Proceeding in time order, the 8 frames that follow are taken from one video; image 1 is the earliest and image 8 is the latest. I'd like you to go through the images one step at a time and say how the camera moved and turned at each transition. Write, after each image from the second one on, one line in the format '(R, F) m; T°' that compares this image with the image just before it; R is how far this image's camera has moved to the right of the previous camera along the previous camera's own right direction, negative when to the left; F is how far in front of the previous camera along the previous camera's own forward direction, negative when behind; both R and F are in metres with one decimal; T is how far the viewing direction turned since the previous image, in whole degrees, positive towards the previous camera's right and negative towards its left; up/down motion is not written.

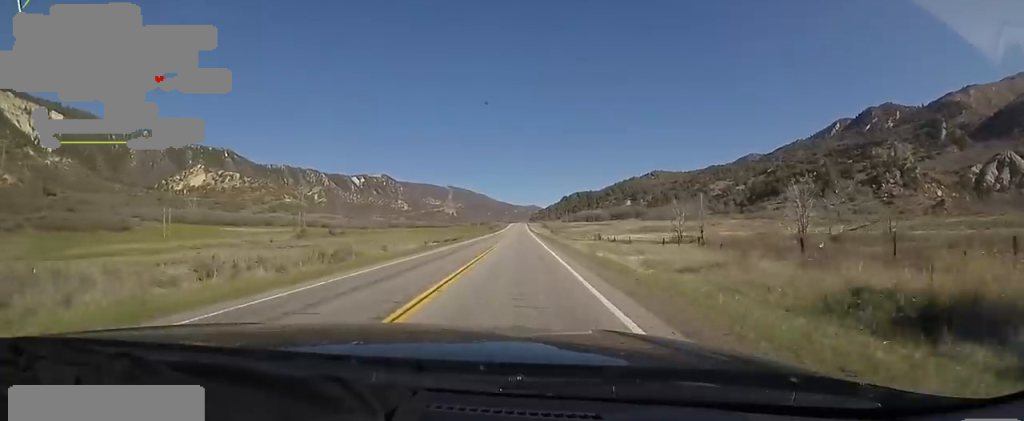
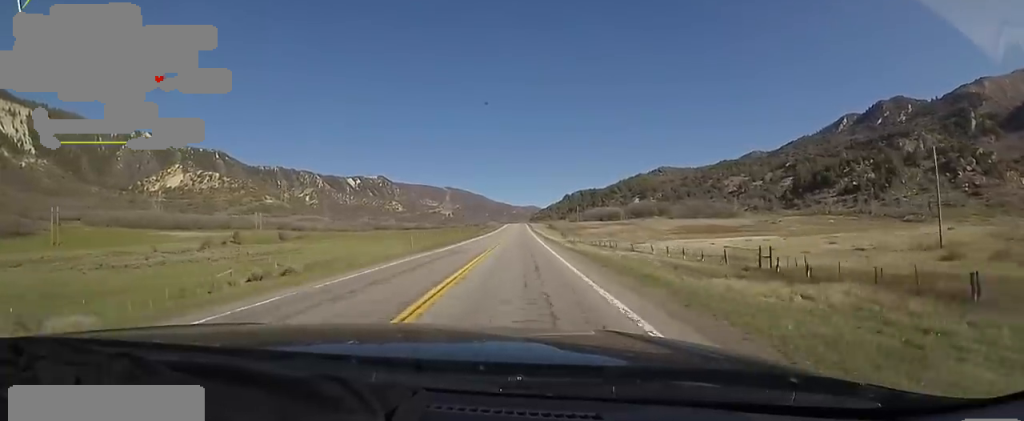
(+1.3, +58.5) m; +1°
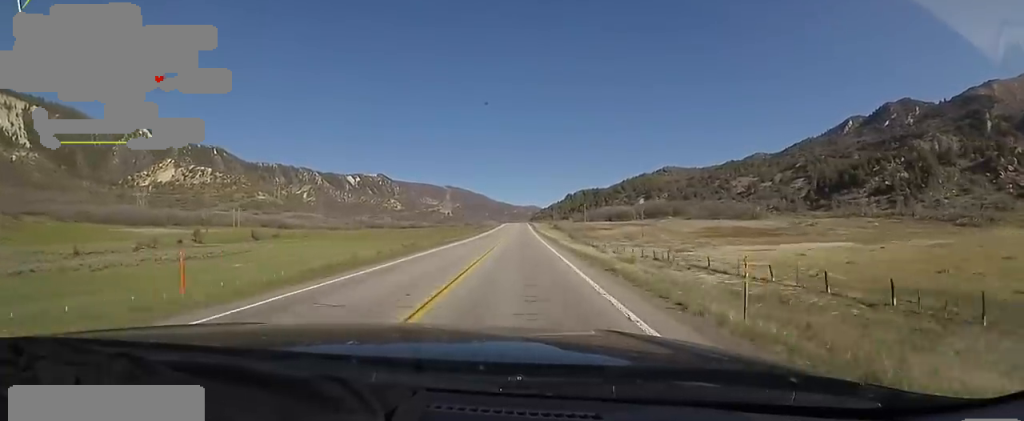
(-0.9, +23.7) m; -1°
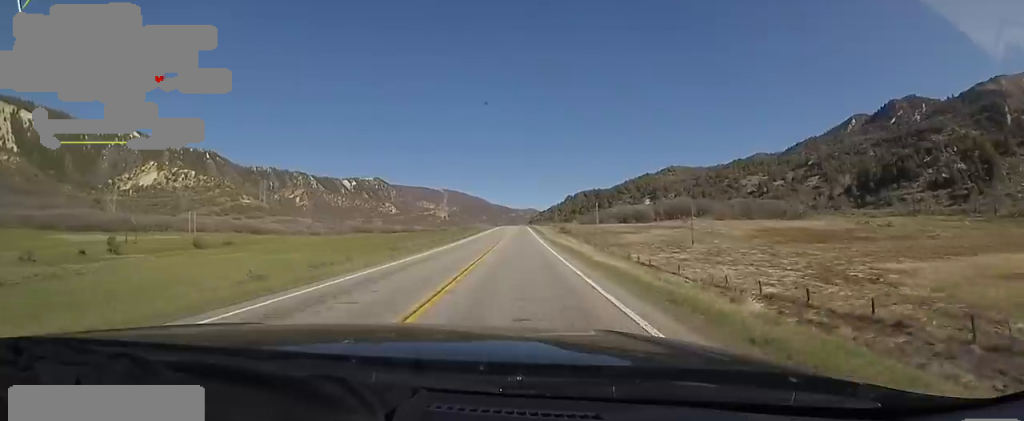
(+0.7, +36.7) m; +1°
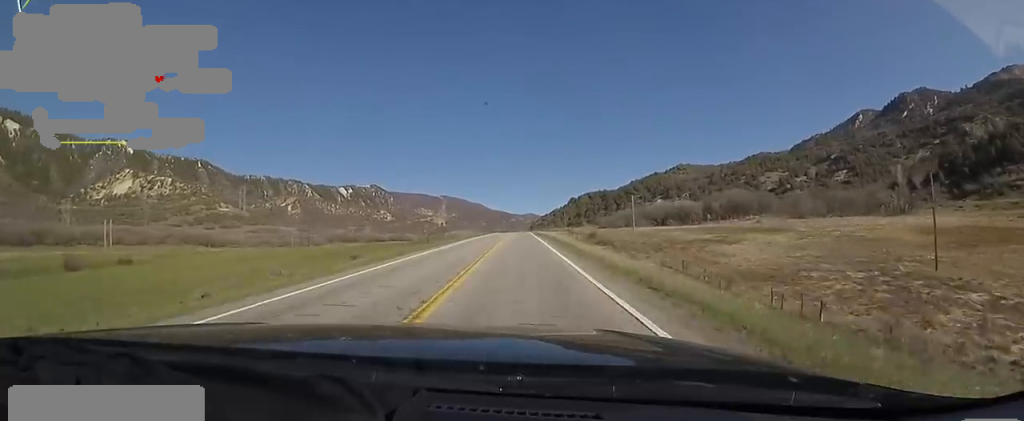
(-0.9, +54.0) m; 0°
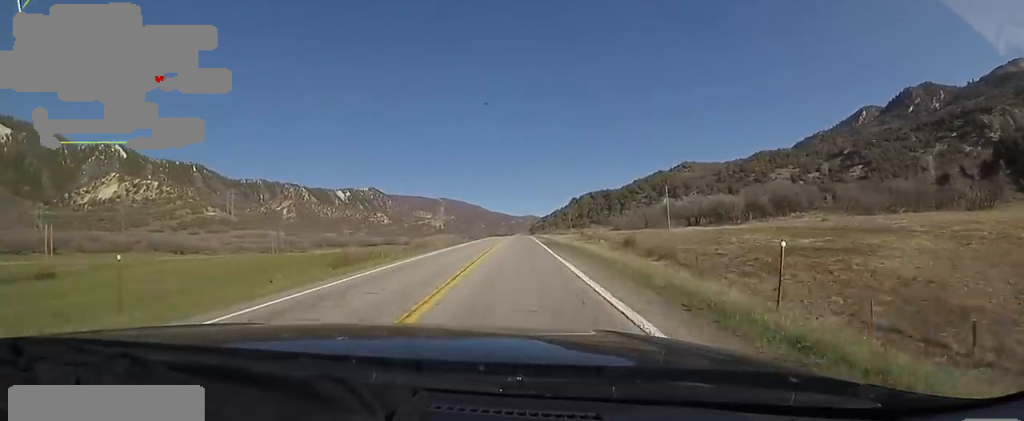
(+0.4, +28.3) m; 0°
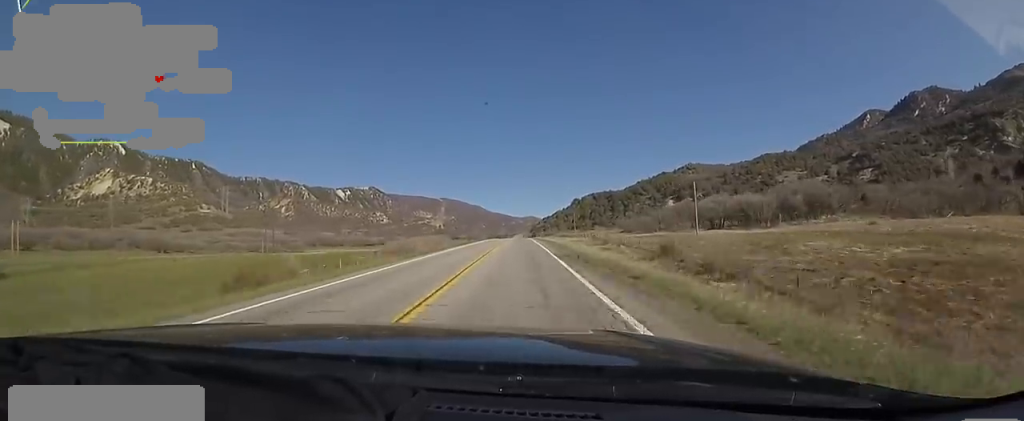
(+0.2, +14.1) m; -1°
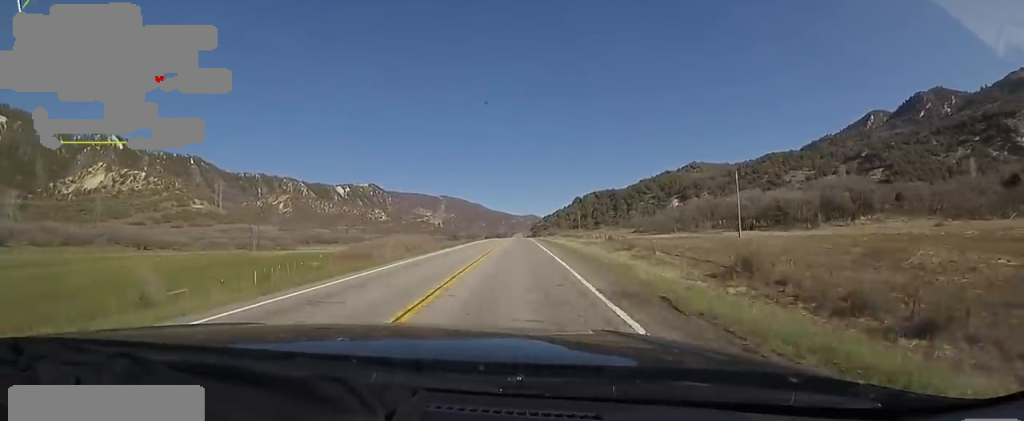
(-0.4, +15.1) m; 0°
